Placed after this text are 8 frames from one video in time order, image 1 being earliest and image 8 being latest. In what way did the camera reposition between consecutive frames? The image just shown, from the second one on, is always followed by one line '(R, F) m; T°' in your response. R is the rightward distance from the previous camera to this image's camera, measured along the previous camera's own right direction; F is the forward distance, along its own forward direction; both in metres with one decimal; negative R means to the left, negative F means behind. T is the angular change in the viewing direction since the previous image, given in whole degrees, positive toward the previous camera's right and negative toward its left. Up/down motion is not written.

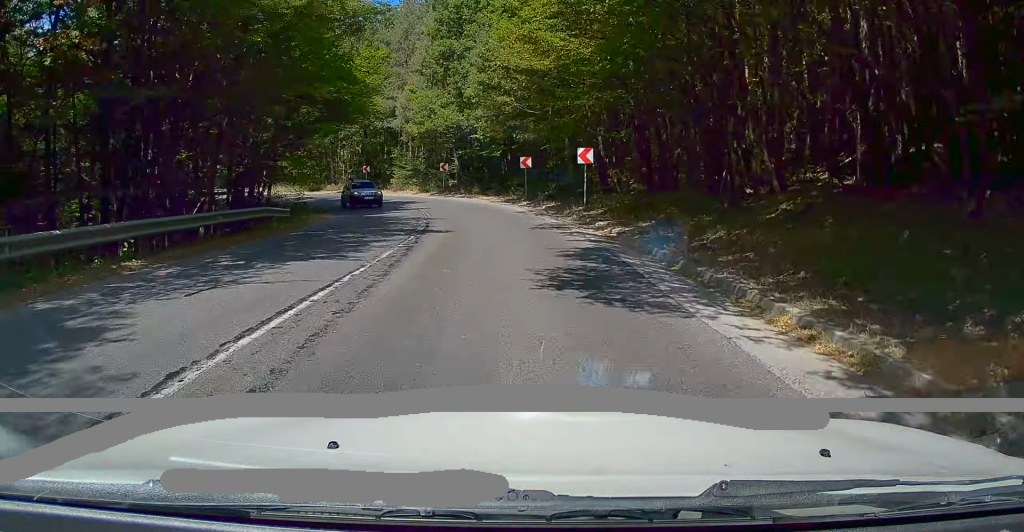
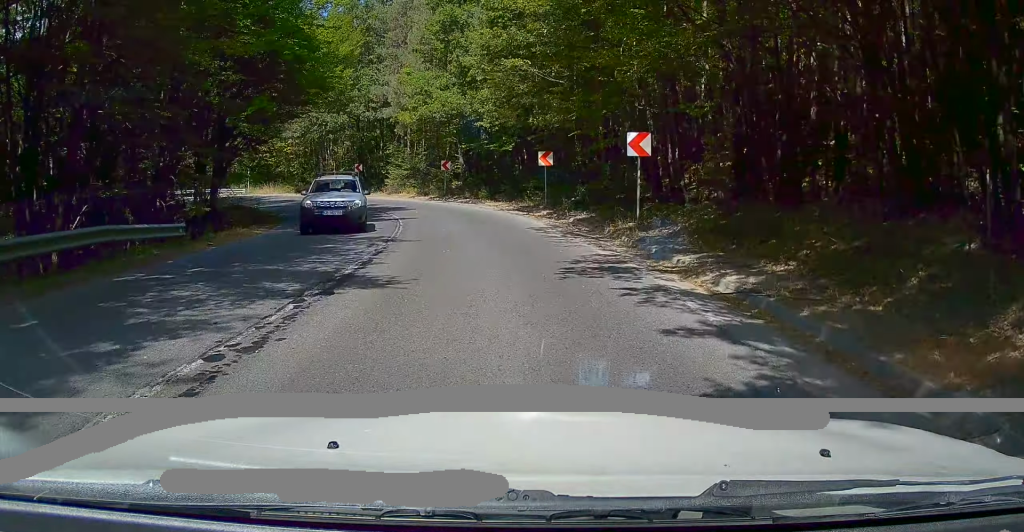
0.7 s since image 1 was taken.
(0.0, +8.4) m; -1°
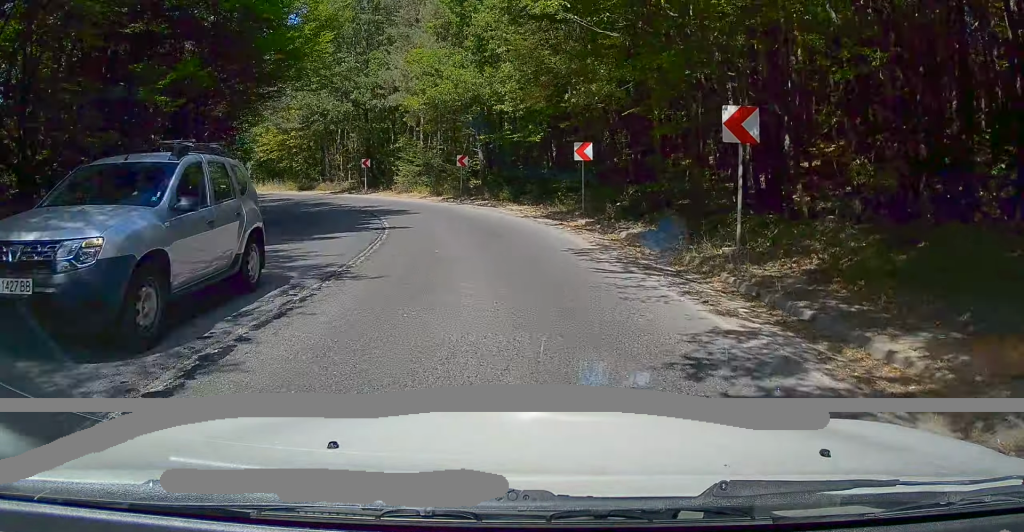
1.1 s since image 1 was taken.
(0.0, +5.9) m; -1°
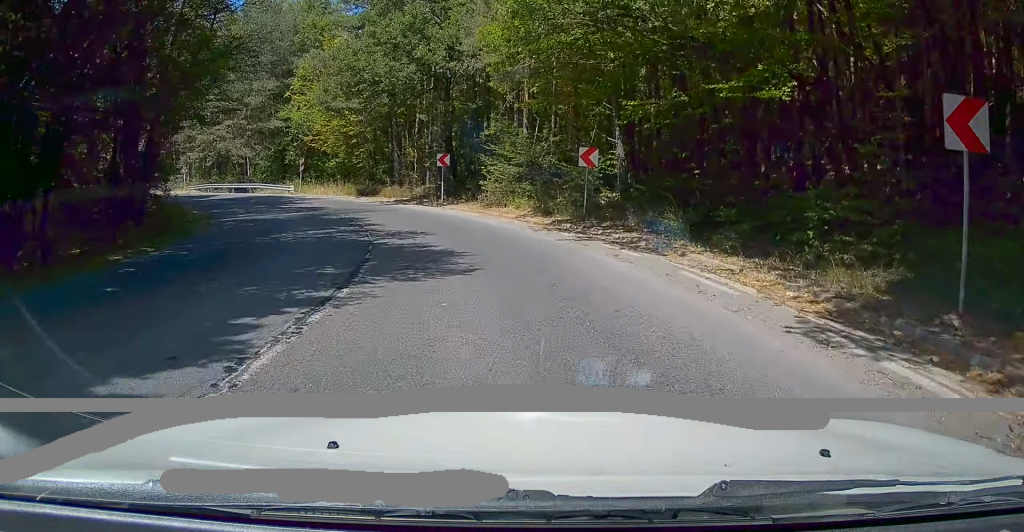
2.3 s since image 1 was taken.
(-0.6, +14.9) m; -9°
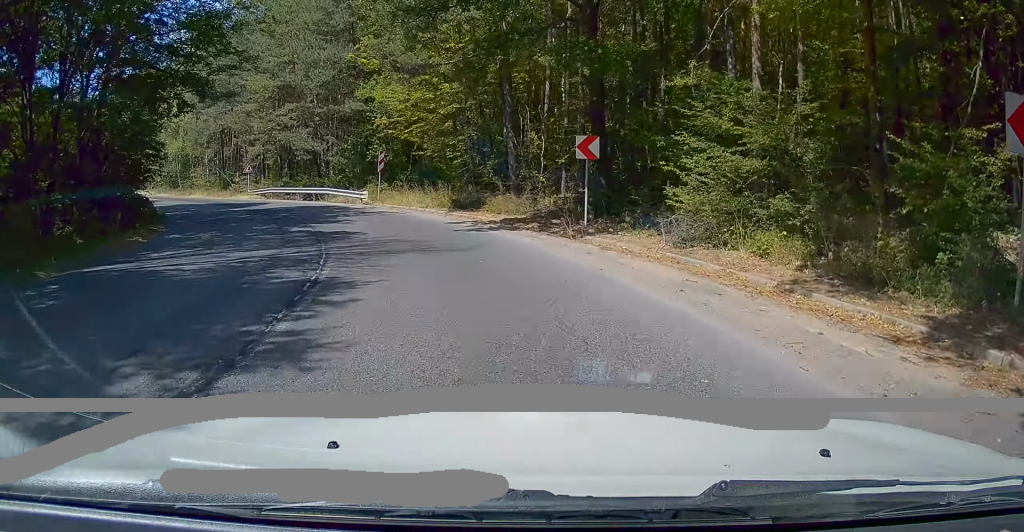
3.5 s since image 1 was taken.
(-1.8, +14.3) m; -11°
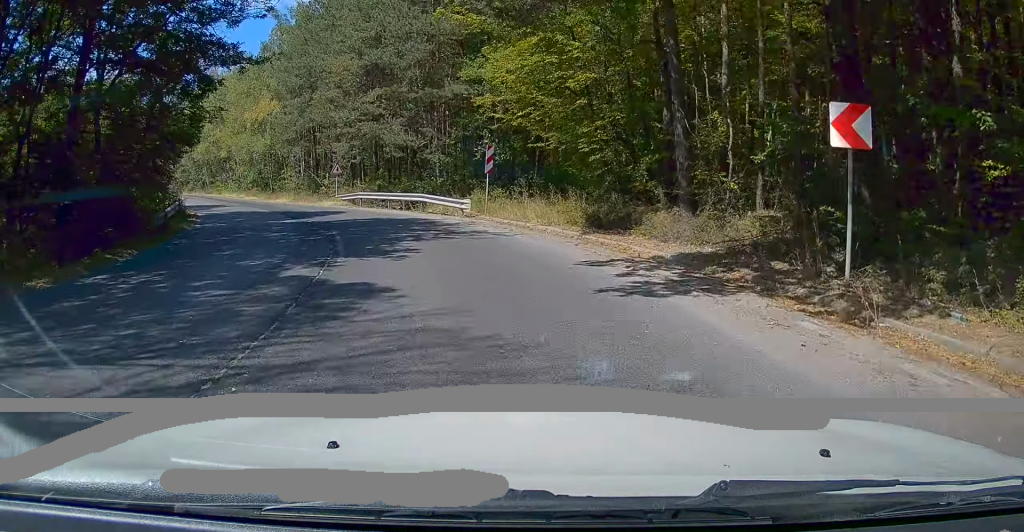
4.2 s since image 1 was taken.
(0.0, +8.3) m; -8°
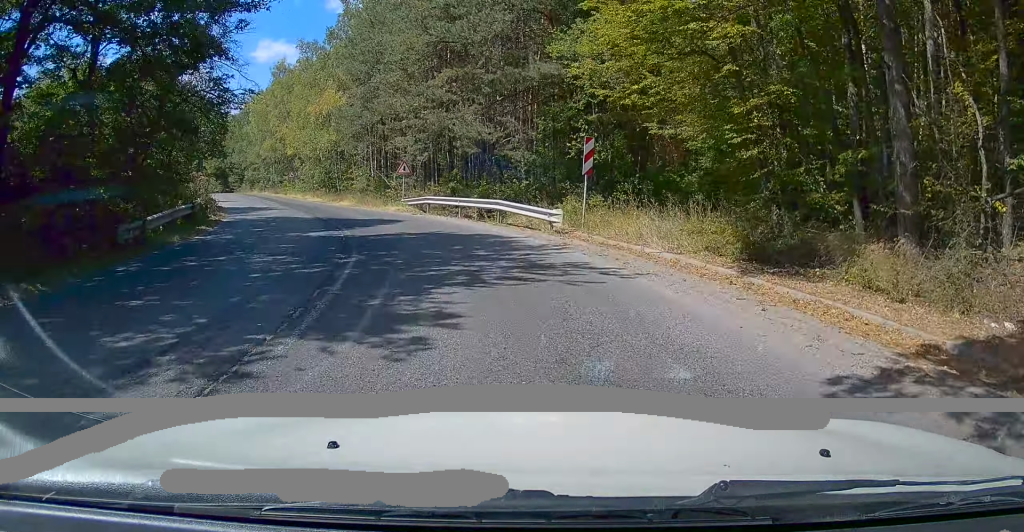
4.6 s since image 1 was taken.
(-0.6, +5.8) m; -8°
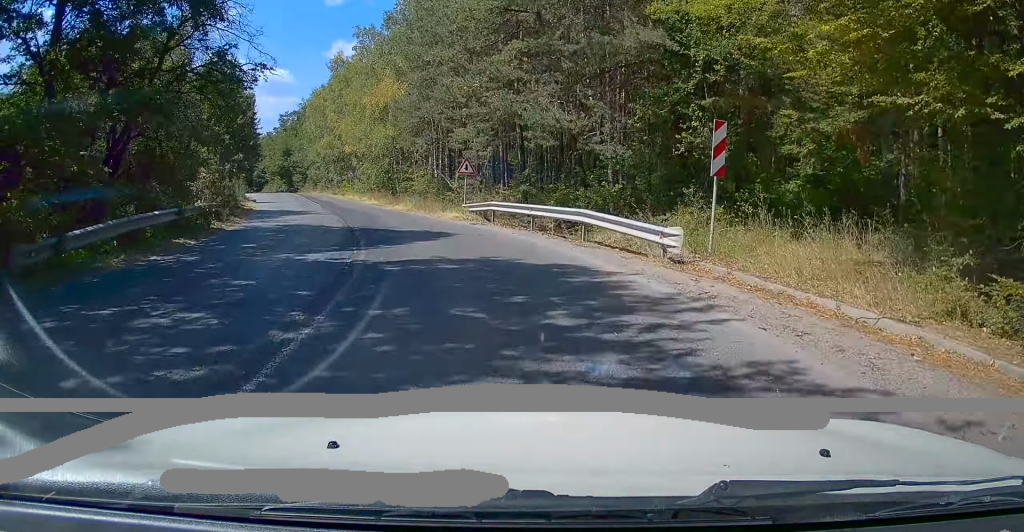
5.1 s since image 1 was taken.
(-0.3, +5.4) m; -8°
